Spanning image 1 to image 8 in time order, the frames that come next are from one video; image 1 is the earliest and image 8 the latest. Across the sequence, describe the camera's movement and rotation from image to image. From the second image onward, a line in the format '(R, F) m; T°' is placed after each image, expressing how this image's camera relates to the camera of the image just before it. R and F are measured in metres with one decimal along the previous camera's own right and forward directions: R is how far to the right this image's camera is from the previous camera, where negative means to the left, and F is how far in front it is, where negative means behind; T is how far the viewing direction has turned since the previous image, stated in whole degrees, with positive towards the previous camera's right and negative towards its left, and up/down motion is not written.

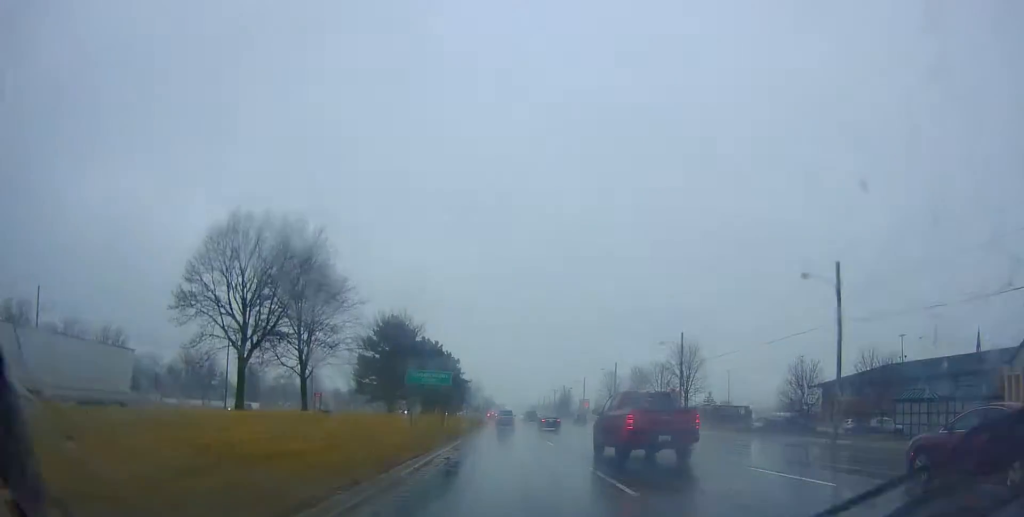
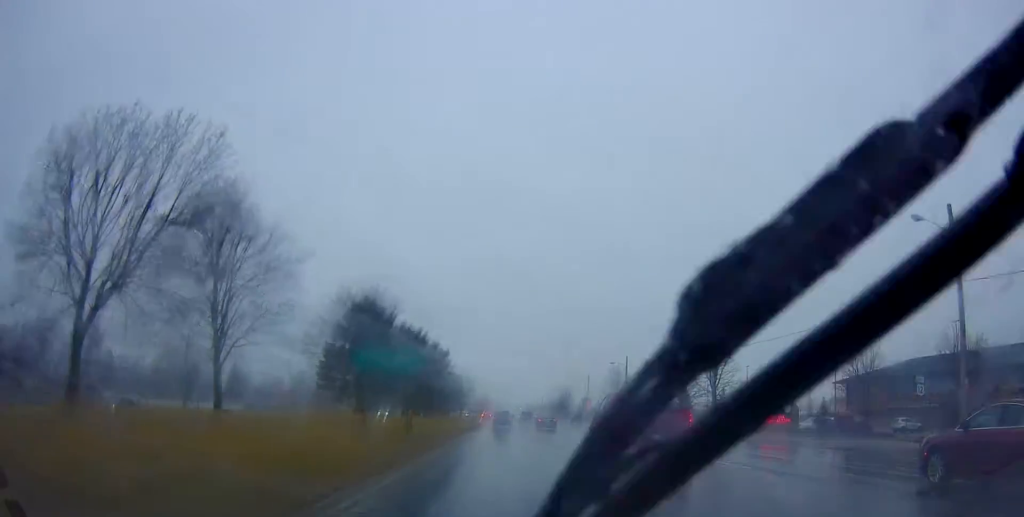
(-0.3, +11.4) m; 0°
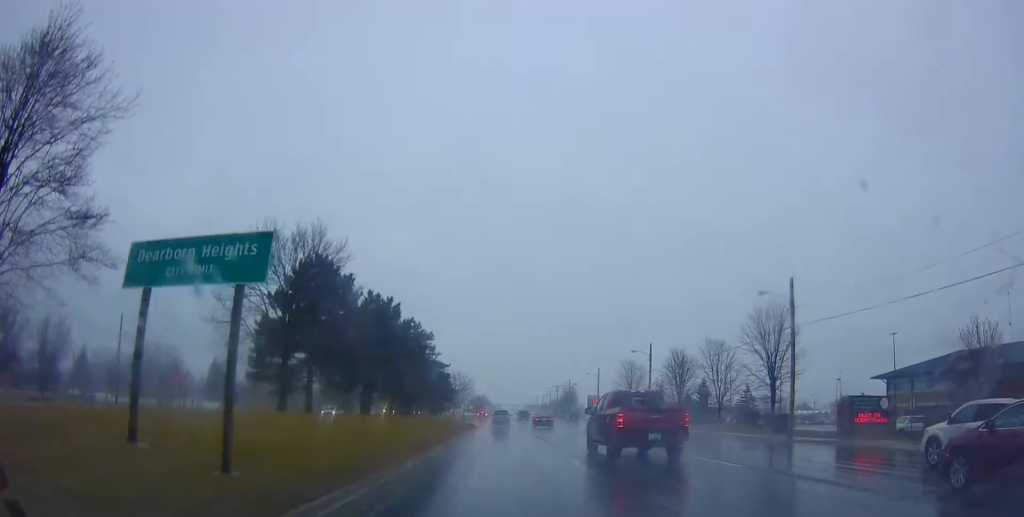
(+0.2, +15.0) m; 0°
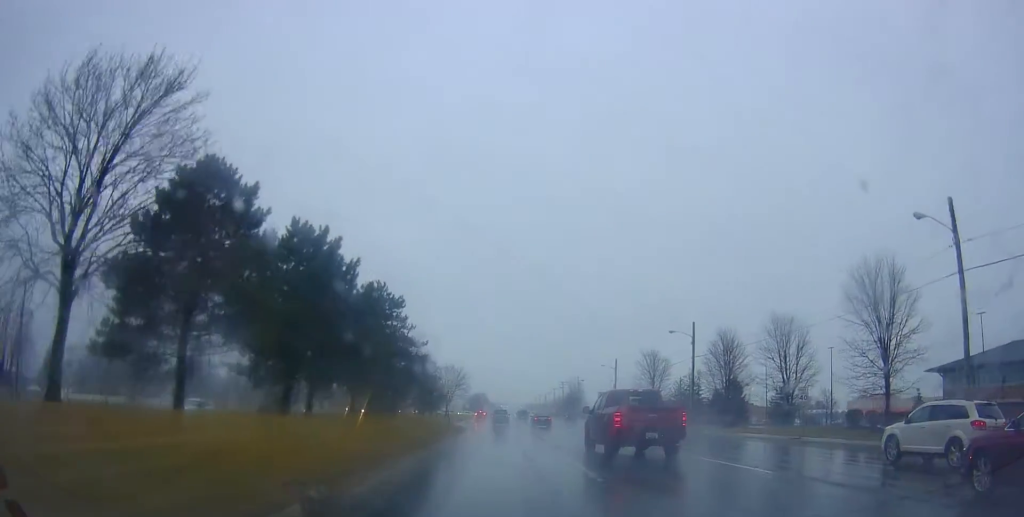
(-0.1, +16.9) m; +1°
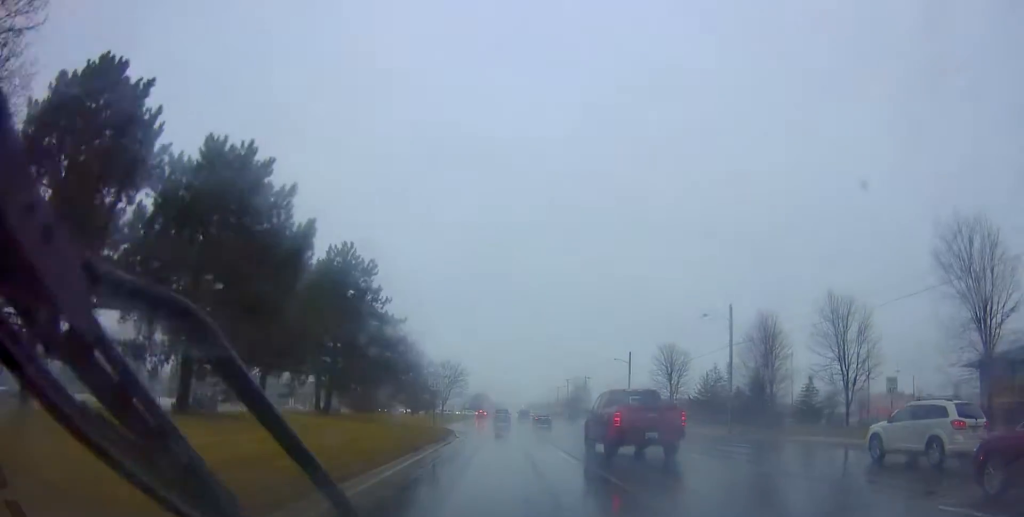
(0.0, +9.5) m; 0°
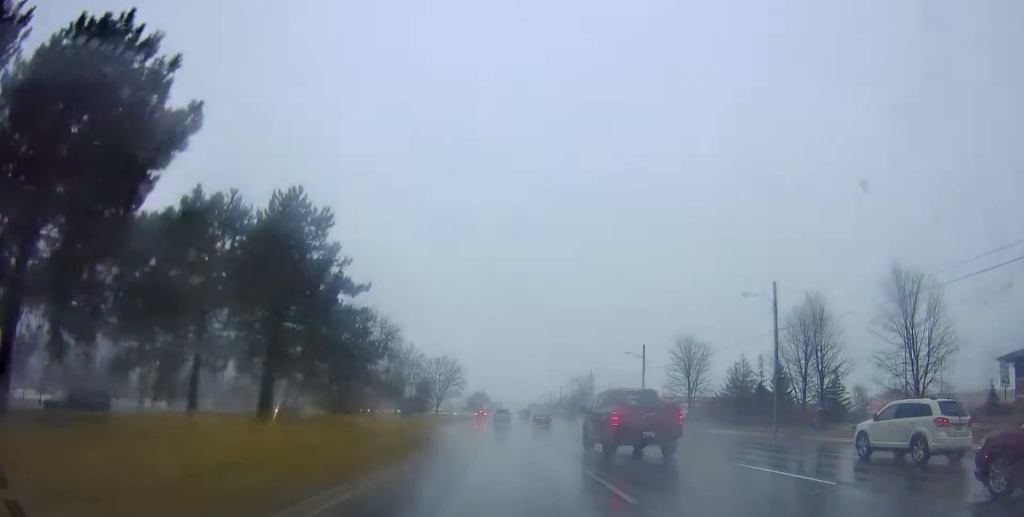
(+0.3, +8.4) m; 0°
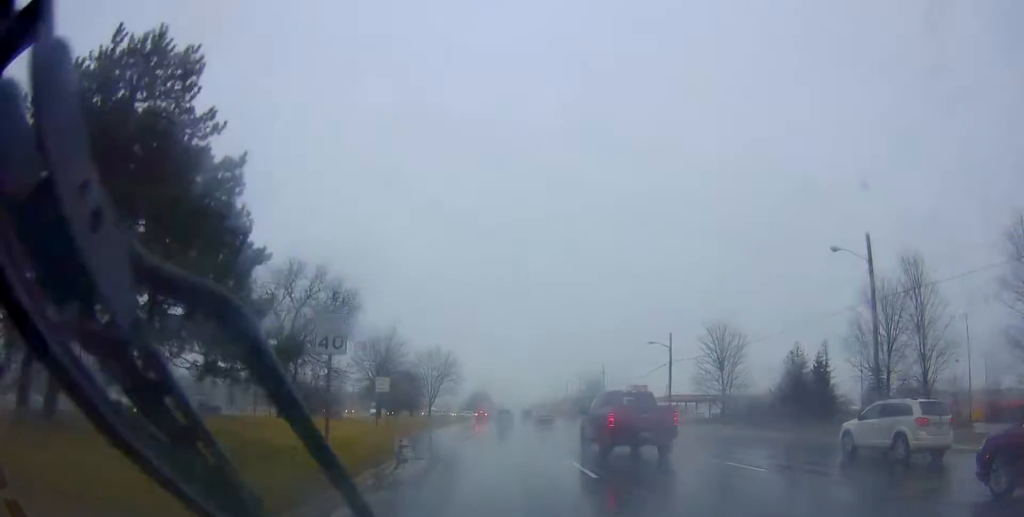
(-0.1, +11.9) m; -1°
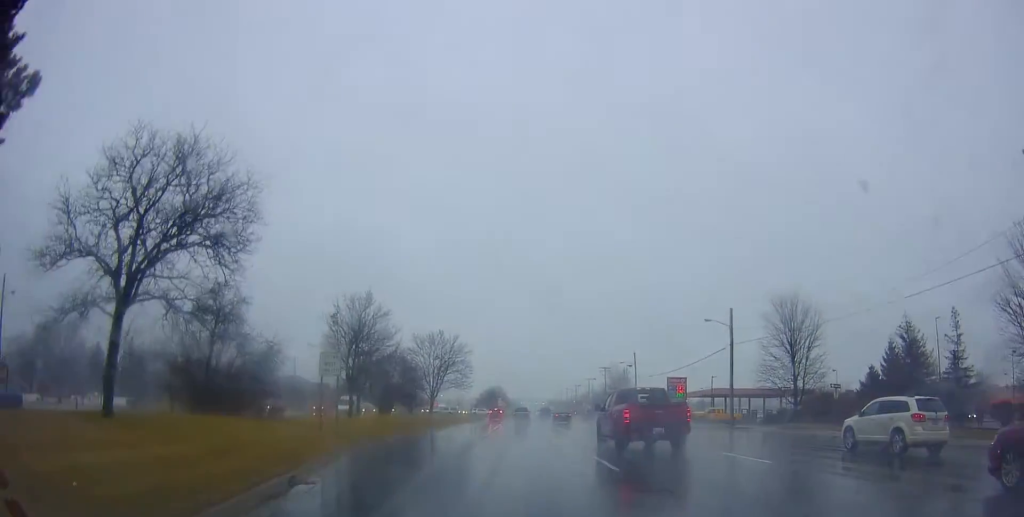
(-0.3, +14.2) m; -1°
